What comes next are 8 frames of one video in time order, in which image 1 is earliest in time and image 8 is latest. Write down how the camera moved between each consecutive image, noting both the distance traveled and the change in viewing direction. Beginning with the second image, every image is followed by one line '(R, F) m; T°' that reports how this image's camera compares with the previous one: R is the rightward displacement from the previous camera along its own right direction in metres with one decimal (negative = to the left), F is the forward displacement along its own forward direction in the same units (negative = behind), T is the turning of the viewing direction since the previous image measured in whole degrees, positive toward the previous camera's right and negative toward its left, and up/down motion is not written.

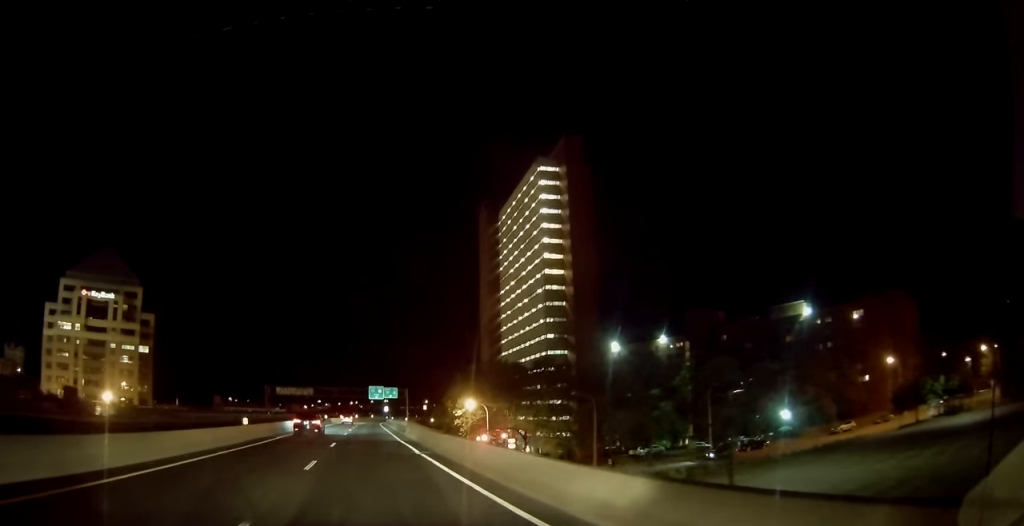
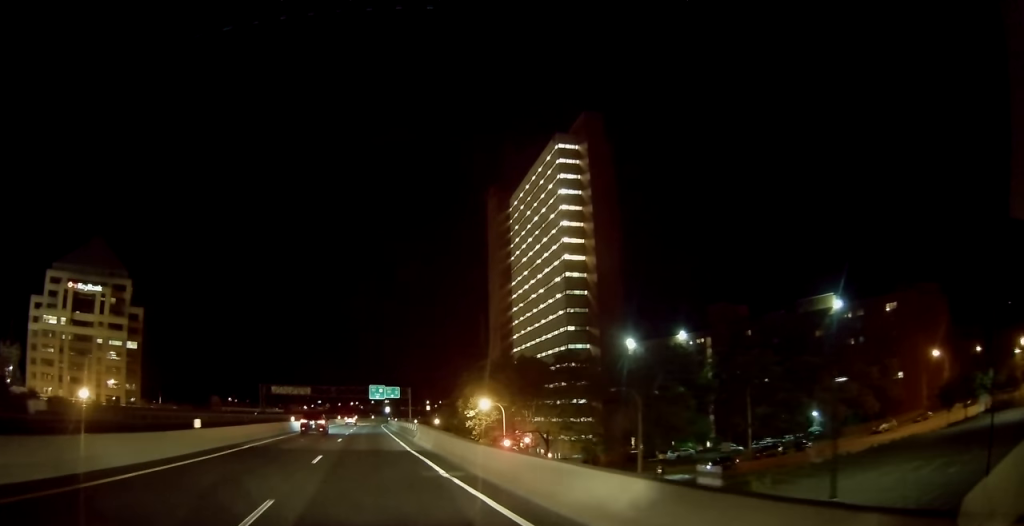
(+0.2, +9.4) m; 0°
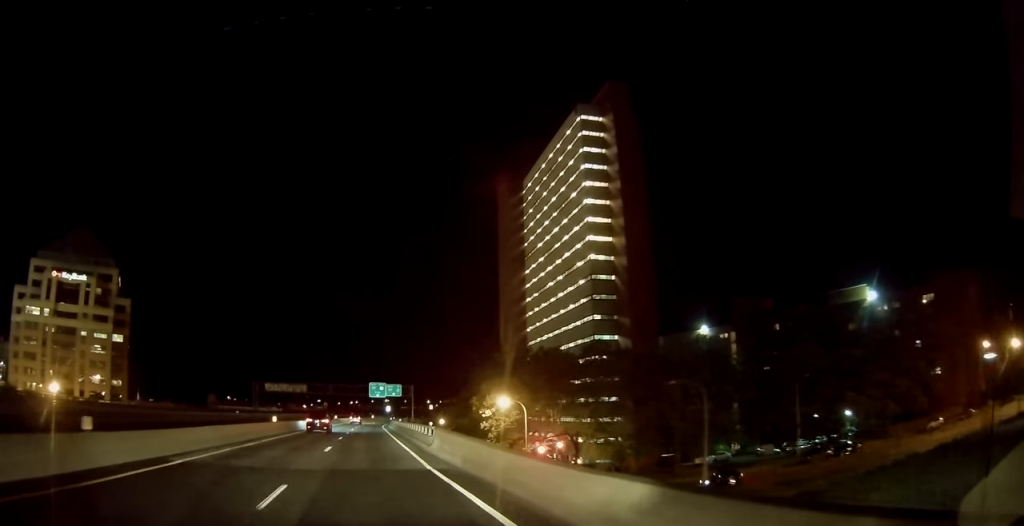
(-0.4, +9.8) m; 0°
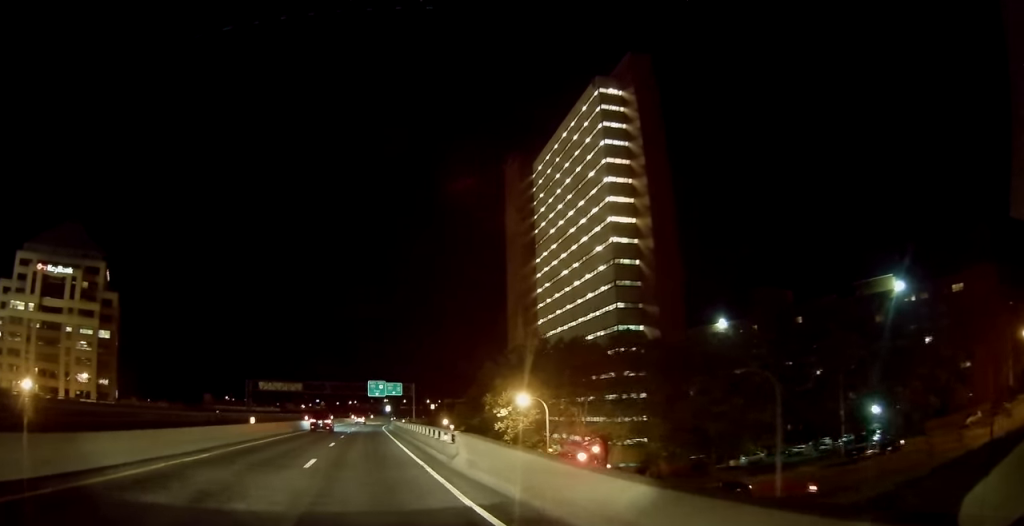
(0.0, +7.7) m; 0°
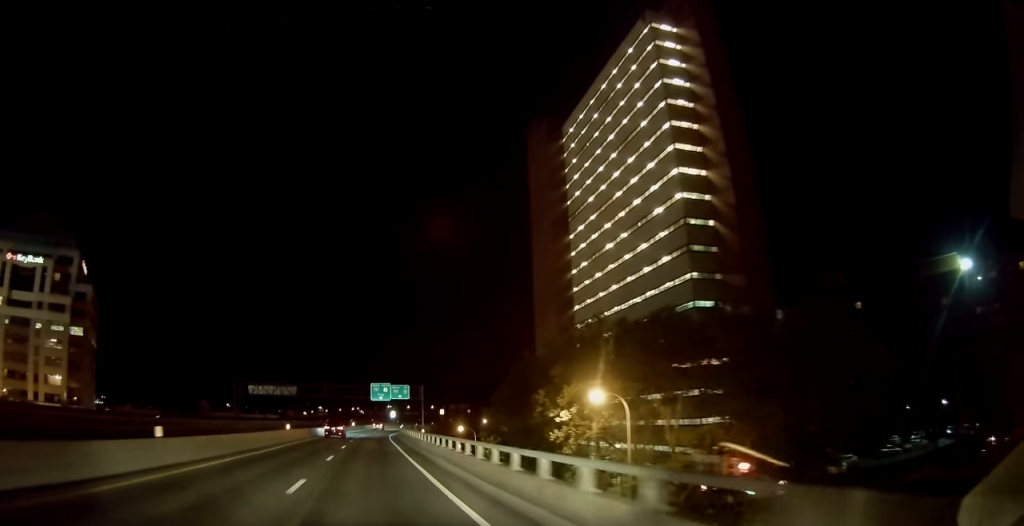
(+0.2, +16.5) m; 0°
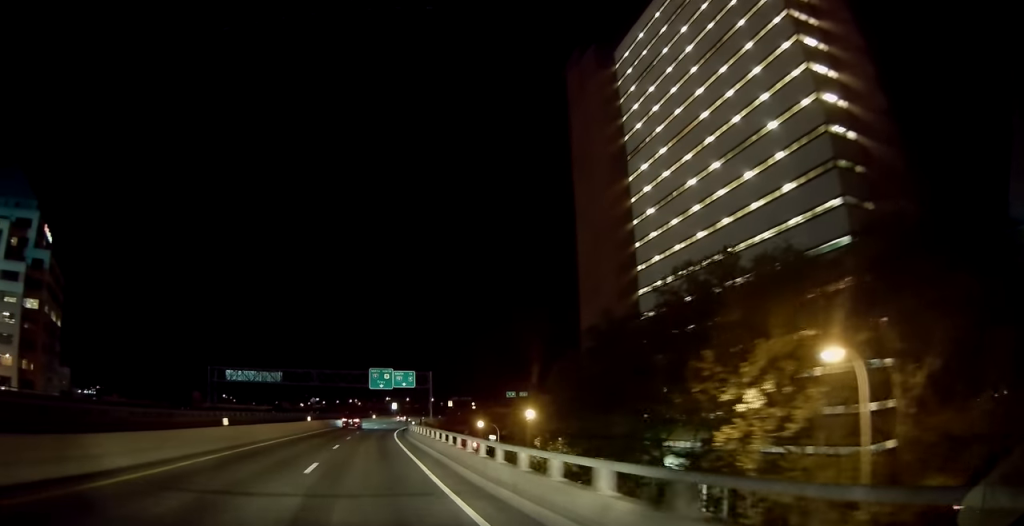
(-0.2, +20.4) m; 0°
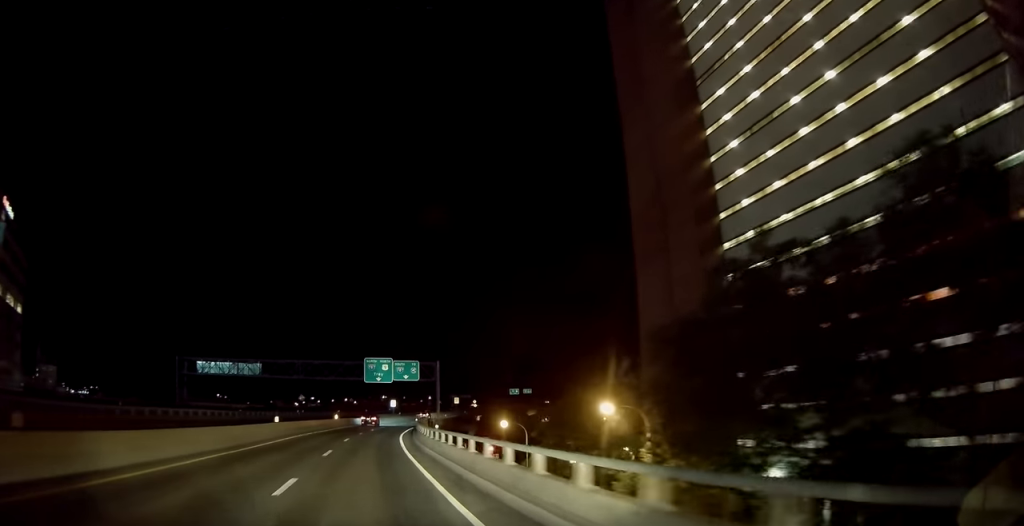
(+0.1, +17.5) m; +1°
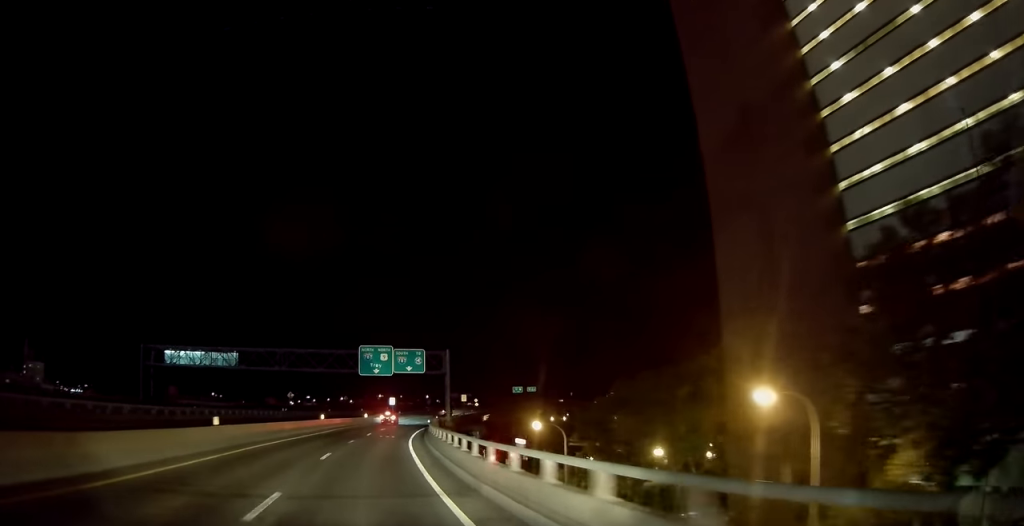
(+0.1, +15.7) m; 0°
